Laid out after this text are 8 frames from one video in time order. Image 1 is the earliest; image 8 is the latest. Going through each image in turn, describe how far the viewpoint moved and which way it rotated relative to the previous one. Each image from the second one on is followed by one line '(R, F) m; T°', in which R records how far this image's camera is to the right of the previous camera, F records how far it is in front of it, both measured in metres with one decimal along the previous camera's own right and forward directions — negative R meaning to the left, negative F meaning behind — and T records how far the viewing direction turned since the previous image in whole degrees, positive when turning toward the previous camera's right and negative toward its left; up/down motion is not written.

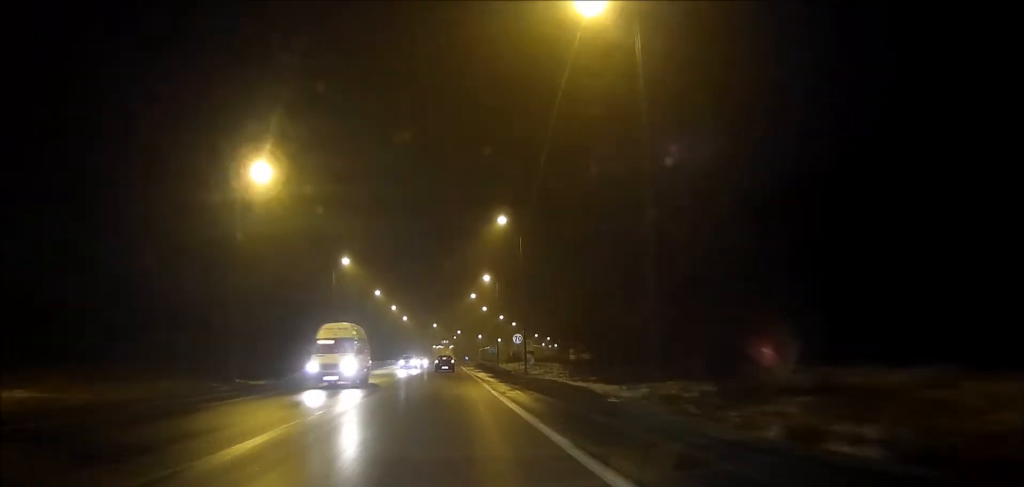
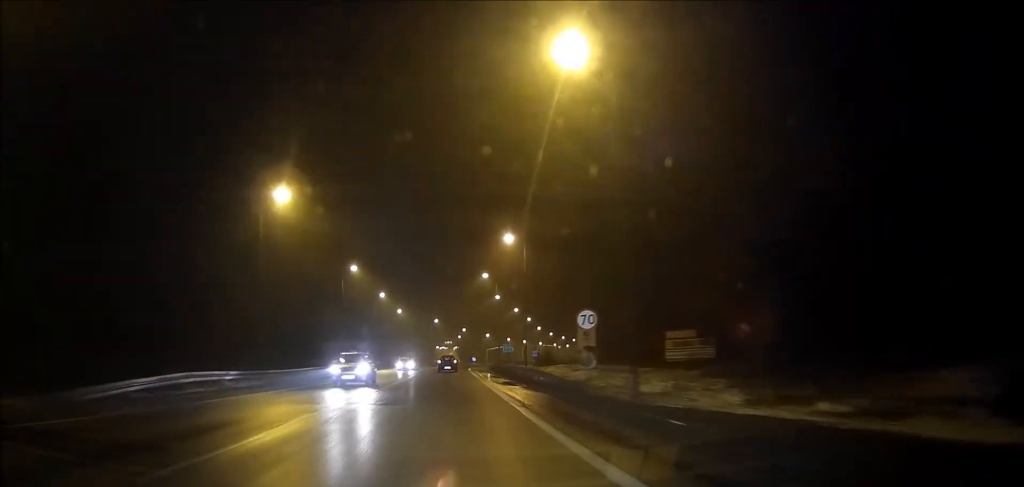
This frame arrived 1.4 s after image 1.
(0.0, +26.4) m; 0°
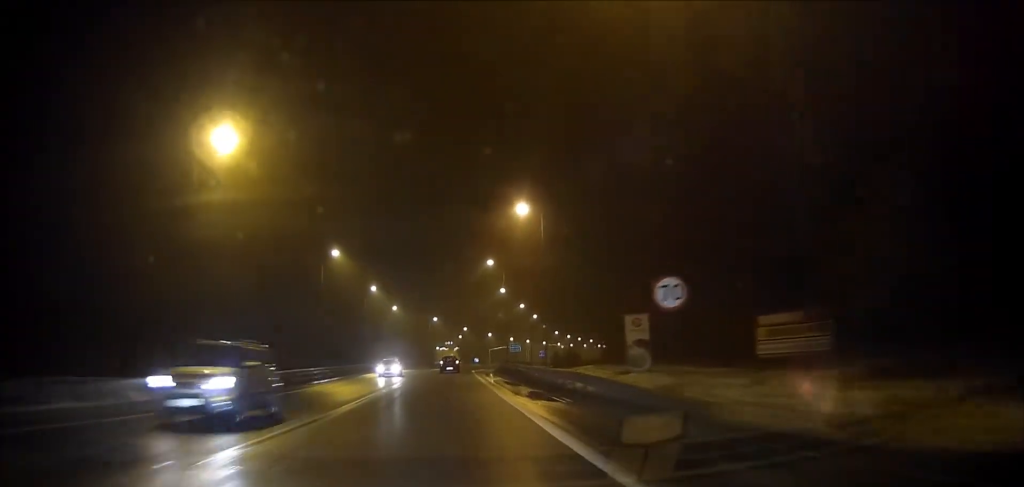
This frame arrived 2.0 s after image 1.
(0.0, +10.7) m; 0°
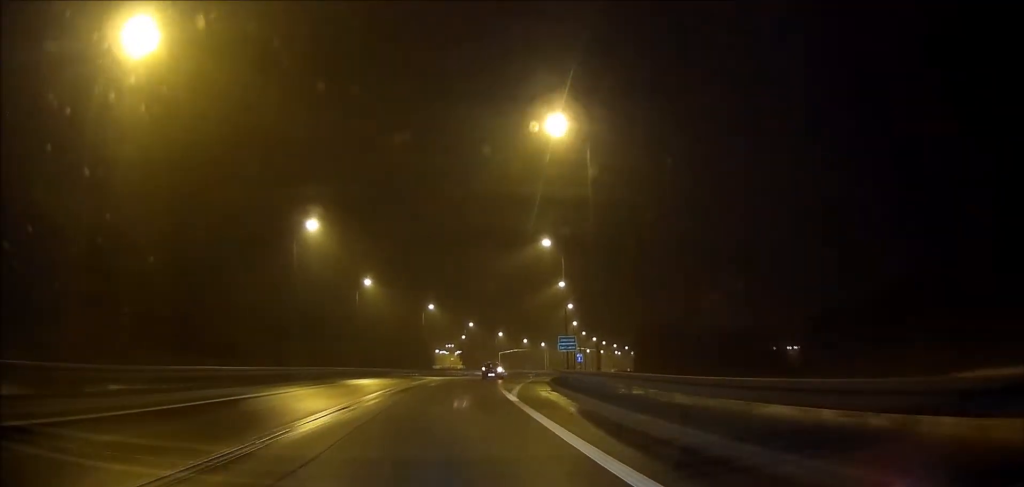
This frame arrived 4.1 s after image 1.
(0.0, +40.4) m; 0°
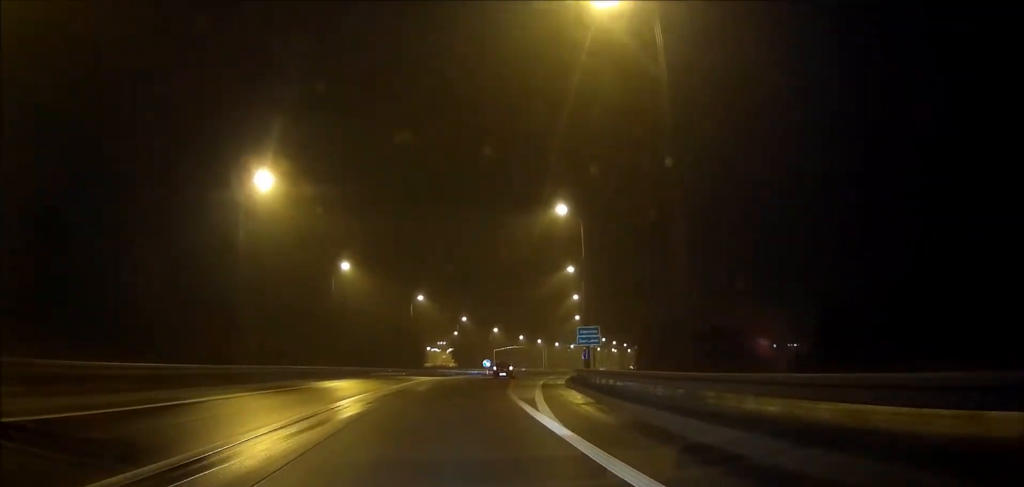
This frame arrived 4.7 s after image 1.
(0.0, +10.7) m; 0°
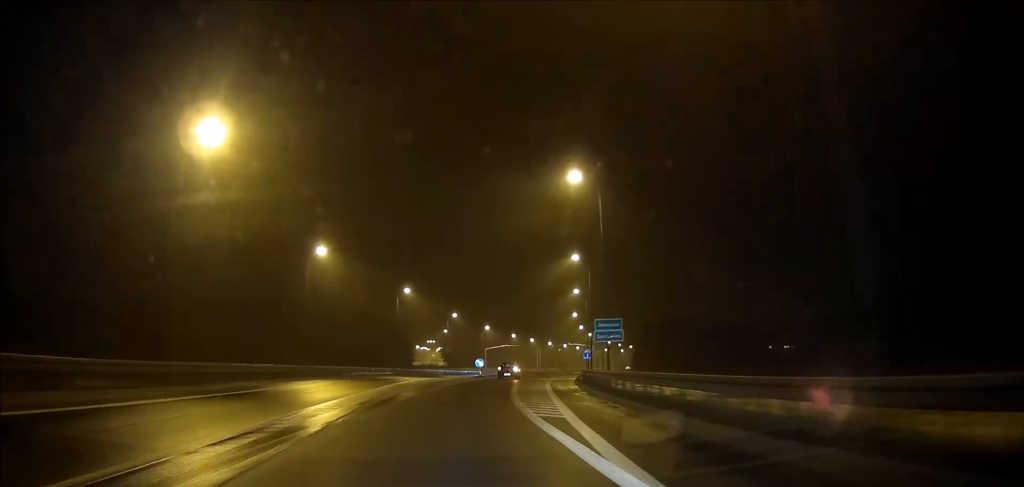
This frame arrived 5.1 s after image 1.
(0.0, +7.6) m; 0°
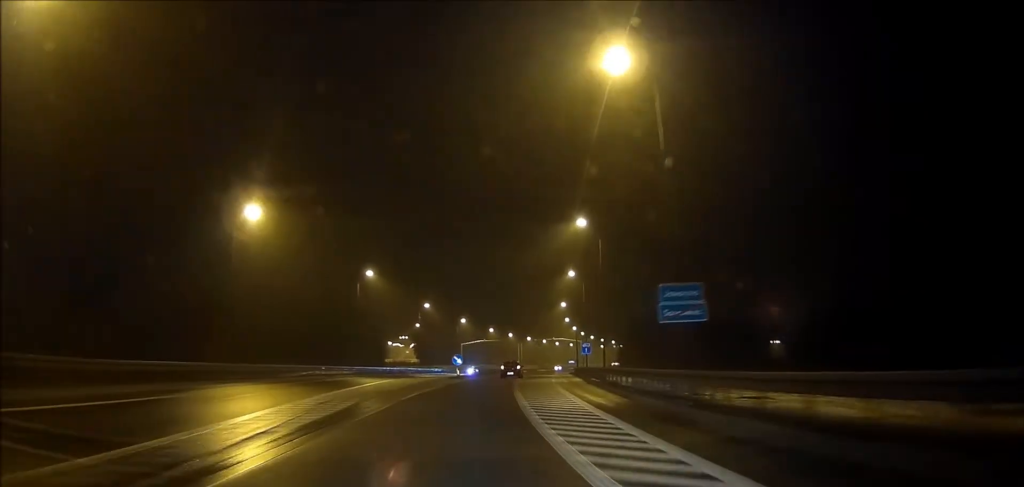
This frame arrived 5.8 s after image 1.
(+0.1, +13.9) m; +2°
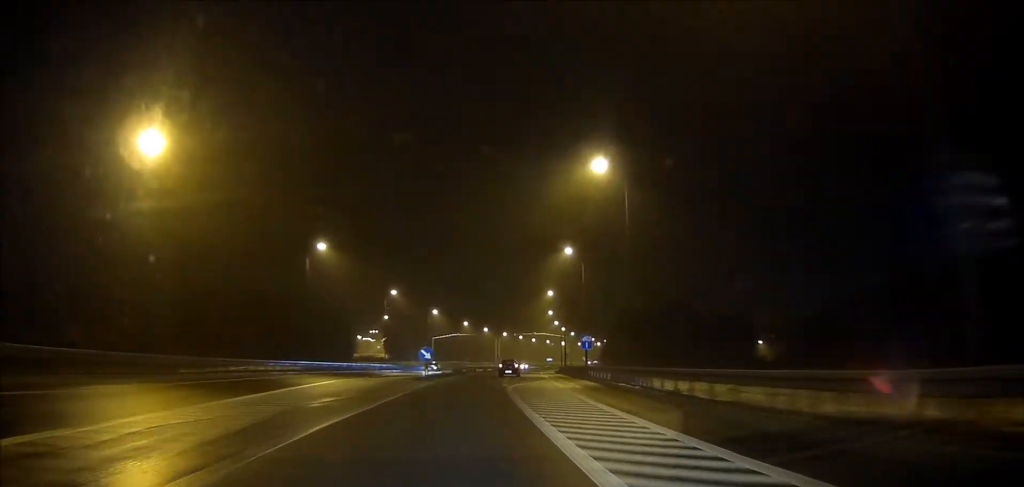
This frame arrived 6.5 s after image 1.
(+0.4, +13.3) m; +2°
